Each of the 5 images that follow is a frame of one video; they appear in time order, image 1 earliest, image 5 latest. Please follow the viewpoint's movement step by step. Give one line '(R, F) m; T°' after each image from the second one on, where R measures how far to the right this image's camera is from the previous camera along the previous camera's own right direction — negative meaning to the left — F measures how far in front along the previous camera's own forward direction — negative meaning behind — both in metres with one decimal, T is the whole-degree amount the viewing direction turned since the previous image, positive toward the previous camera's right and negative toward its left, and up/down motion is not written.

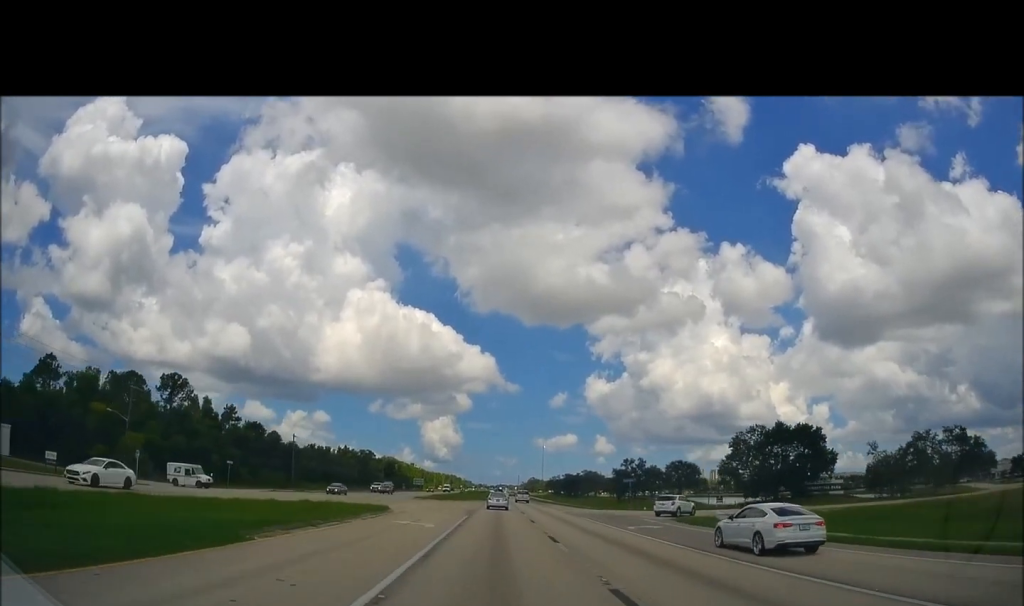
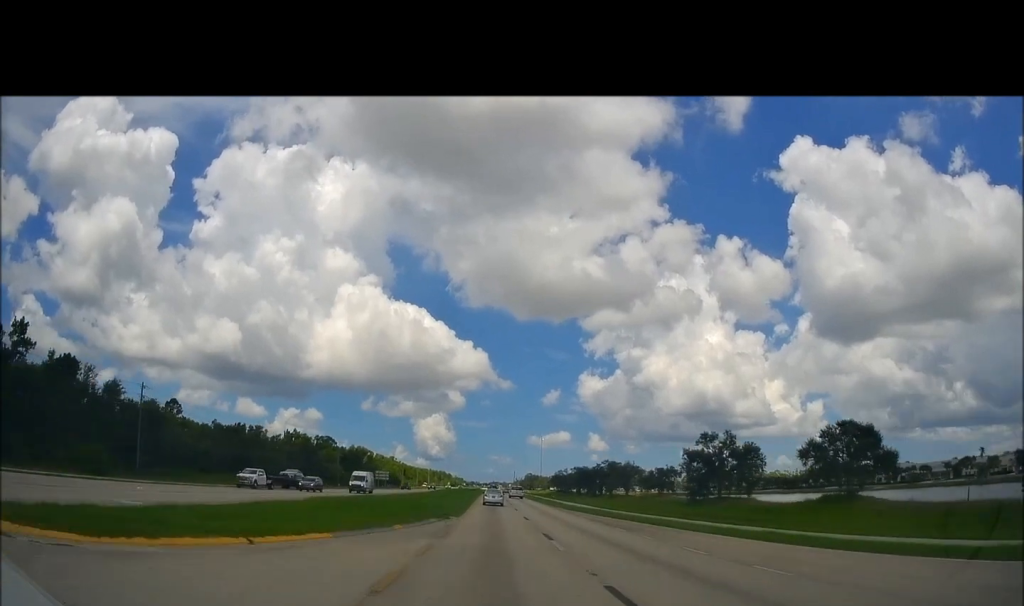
(-0.2, +59.9) m; 0°
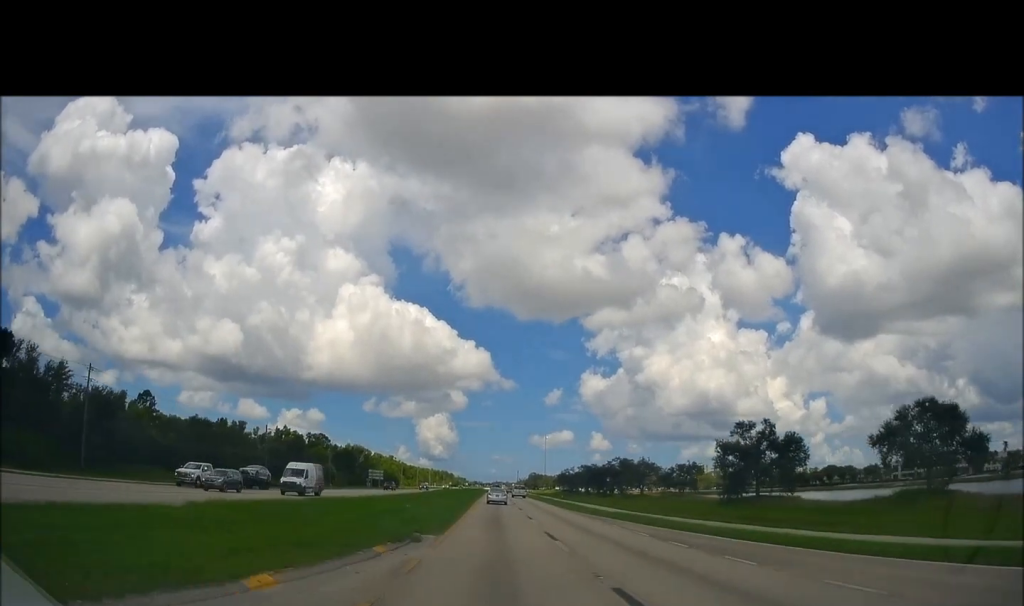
(-0.1, +12.5) m; 0°
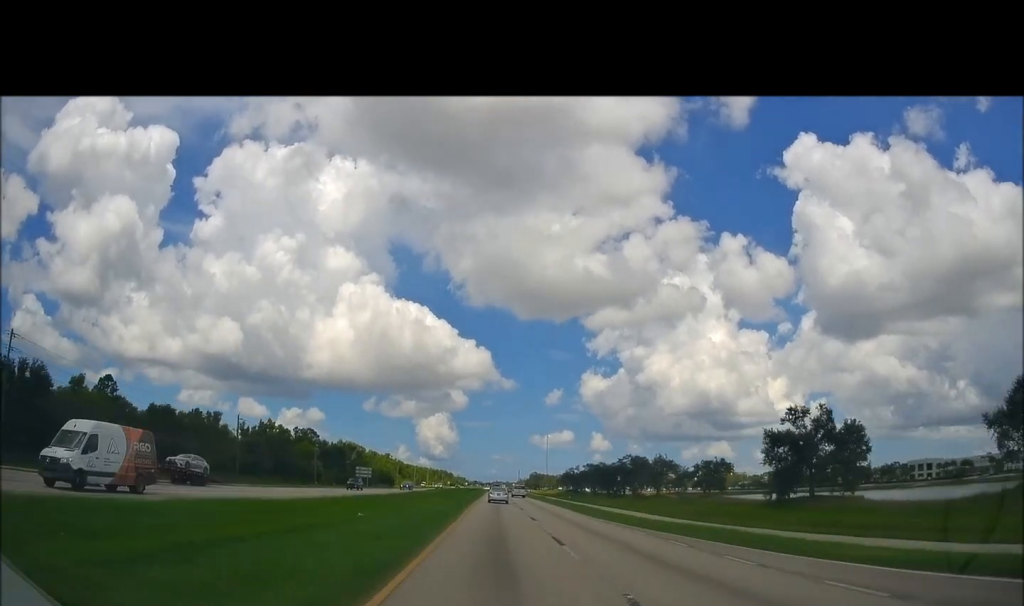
(+0.3, +14.4) m; 0°
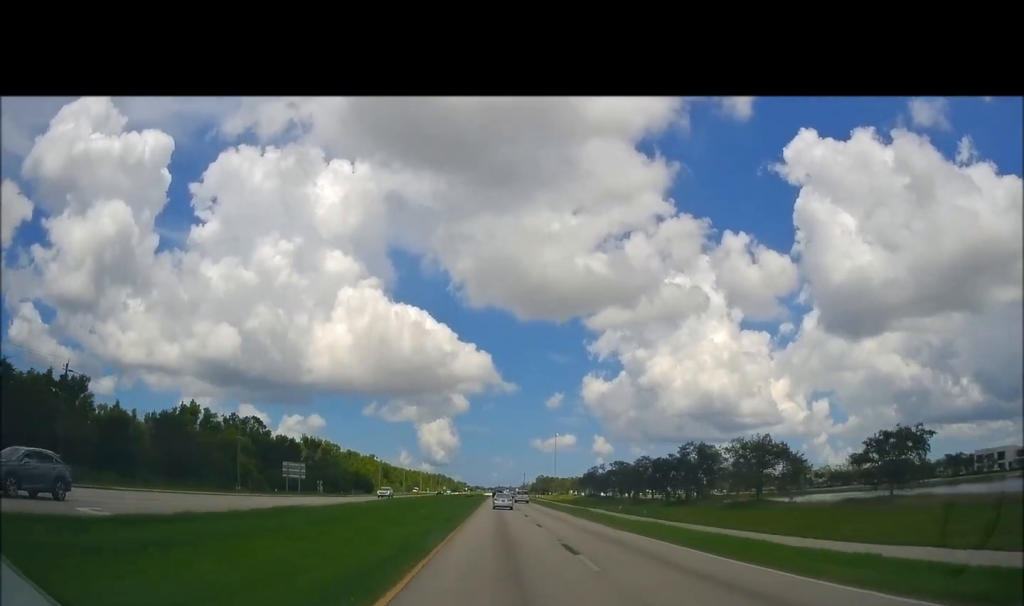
(0.0, +50.0) m; +1°
